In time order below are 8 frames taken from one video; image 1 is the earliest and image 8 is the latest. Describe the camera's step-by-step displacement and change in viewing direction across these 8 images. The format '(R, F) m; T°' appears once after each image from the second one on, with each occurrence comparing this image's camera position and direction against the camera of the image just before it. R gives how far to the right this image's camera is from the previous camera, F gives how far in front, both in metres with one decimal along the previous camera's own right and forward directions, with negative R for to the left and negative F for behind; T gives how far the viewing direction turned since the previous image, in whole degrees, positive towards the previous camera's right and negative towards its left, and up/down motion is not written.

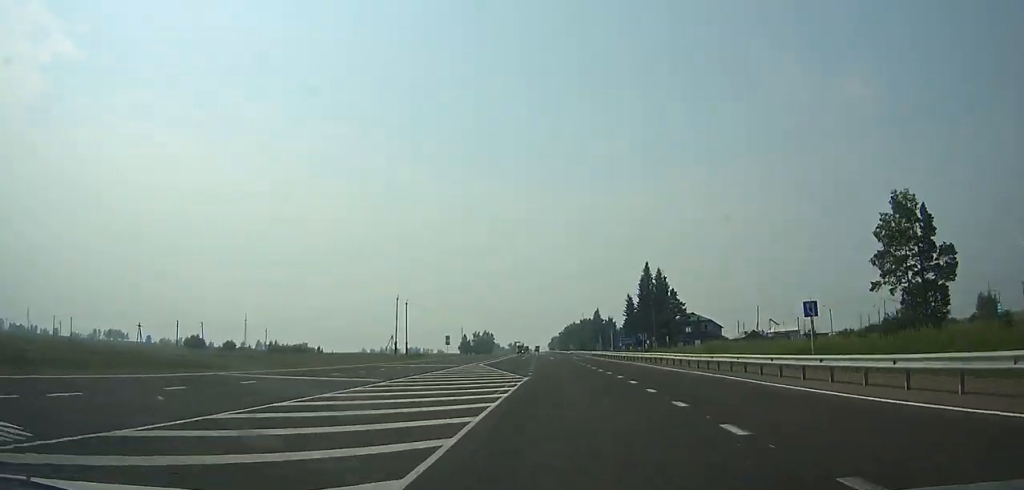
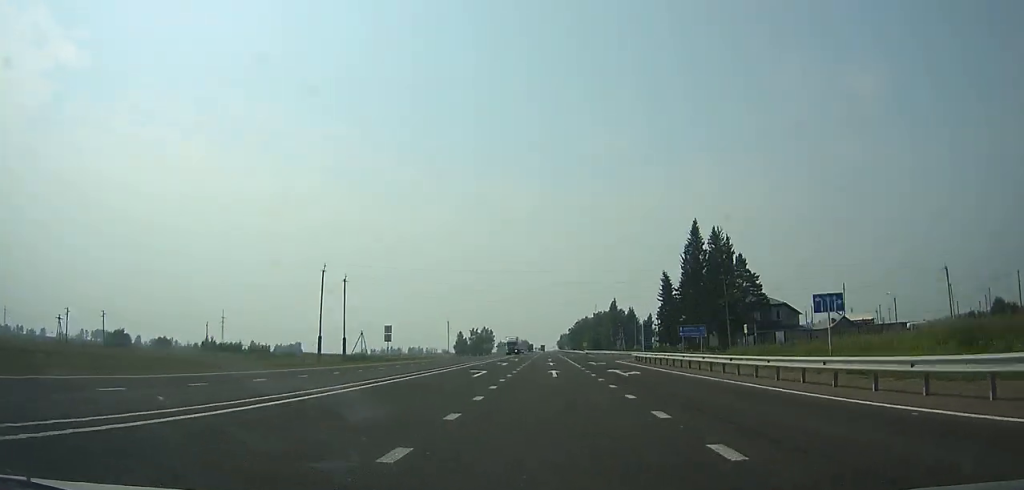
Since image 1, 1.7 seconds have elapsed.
(+0.2, +45.0) m; 0°
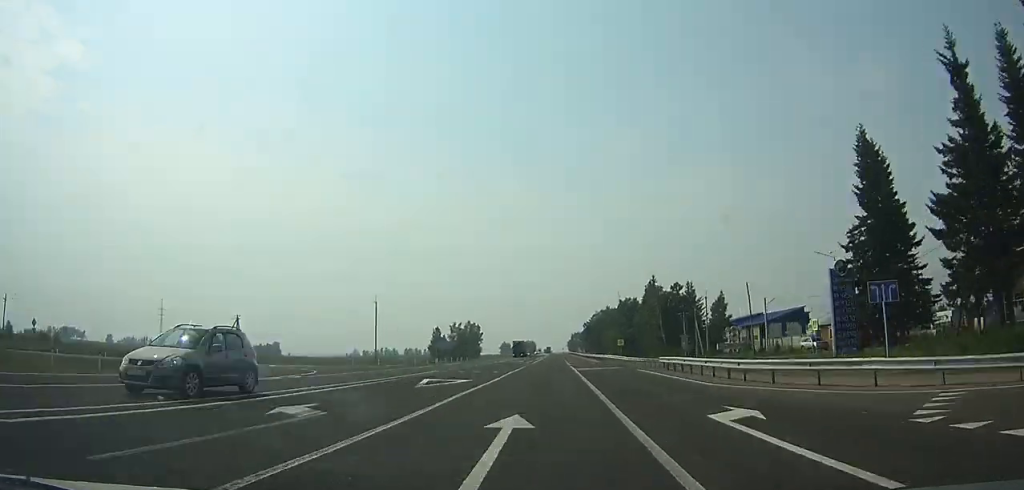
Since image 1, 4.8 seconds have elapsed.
(-0.9, +79.5) m; -1°
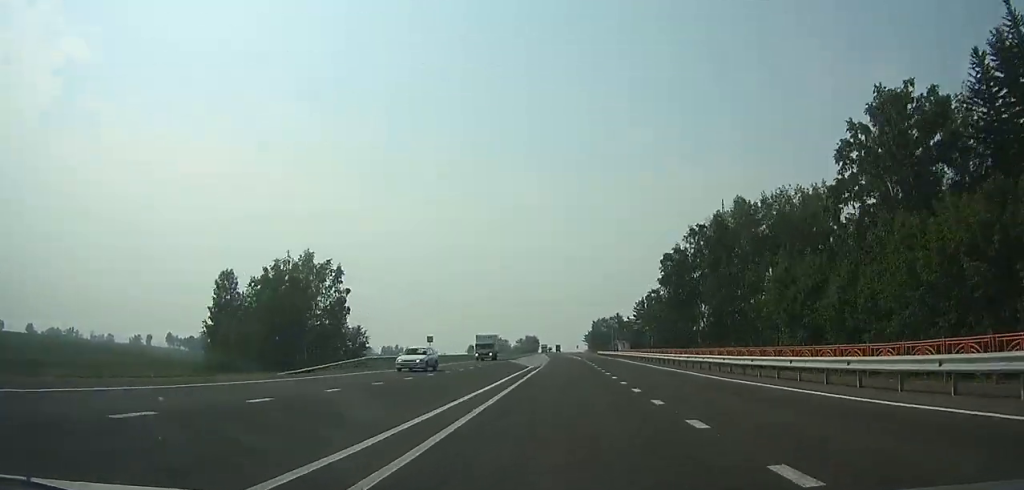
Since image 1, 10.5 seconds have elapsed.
(-1.7, +153.2) m; -1°
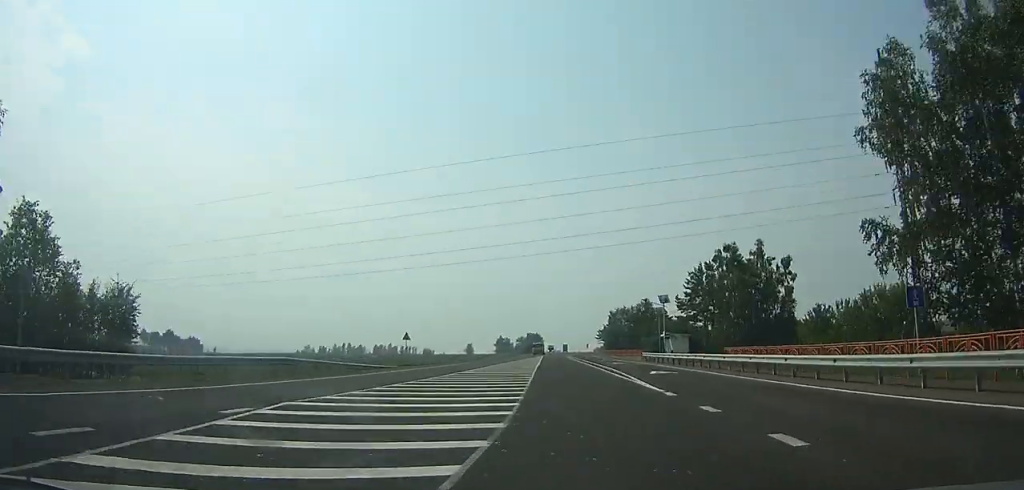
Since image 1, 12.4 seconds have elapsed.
(-0.2, +54.0) m; 0°
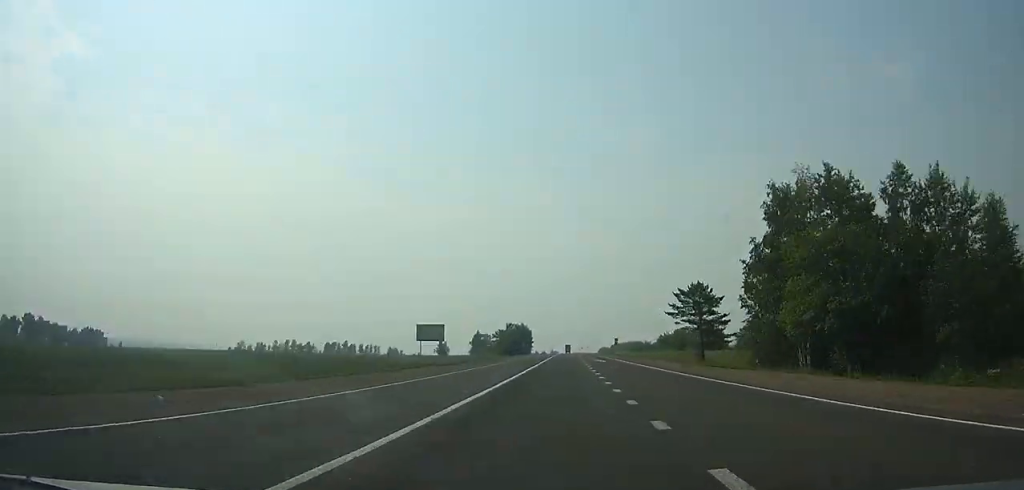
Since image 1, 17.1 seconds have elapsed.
(-0.4, +133.7) m; 0°
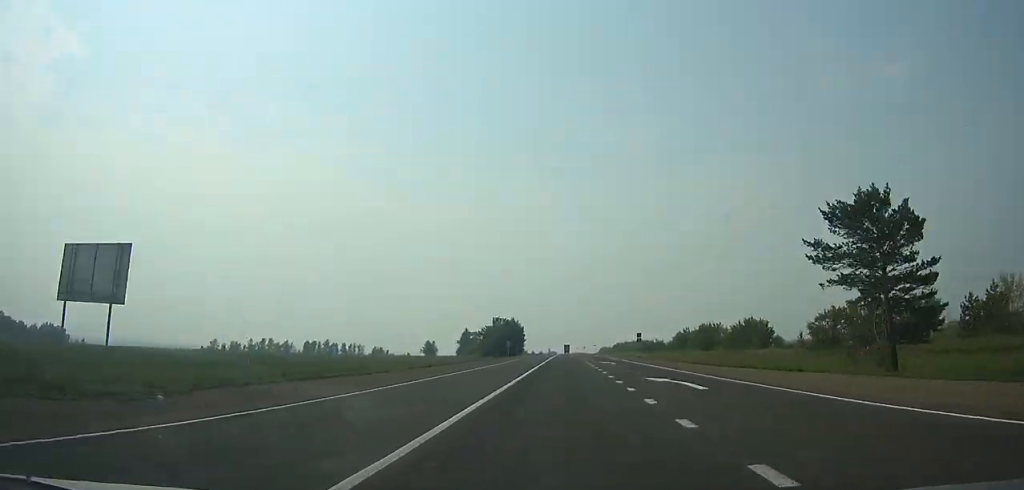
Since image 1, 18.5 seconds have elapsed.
(+0.1, +39.8) m; 0°
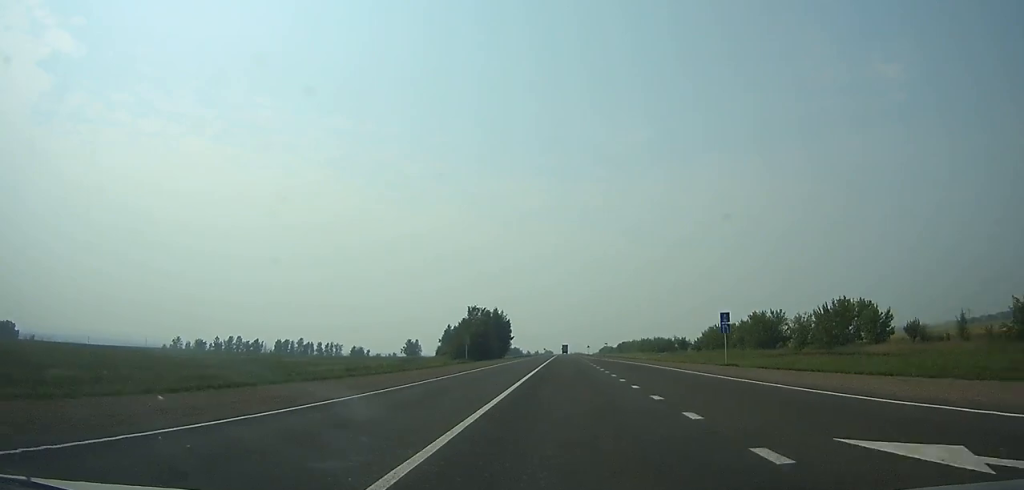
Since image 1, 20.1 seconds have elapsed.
(+0.1, +46.0) m; 0°
